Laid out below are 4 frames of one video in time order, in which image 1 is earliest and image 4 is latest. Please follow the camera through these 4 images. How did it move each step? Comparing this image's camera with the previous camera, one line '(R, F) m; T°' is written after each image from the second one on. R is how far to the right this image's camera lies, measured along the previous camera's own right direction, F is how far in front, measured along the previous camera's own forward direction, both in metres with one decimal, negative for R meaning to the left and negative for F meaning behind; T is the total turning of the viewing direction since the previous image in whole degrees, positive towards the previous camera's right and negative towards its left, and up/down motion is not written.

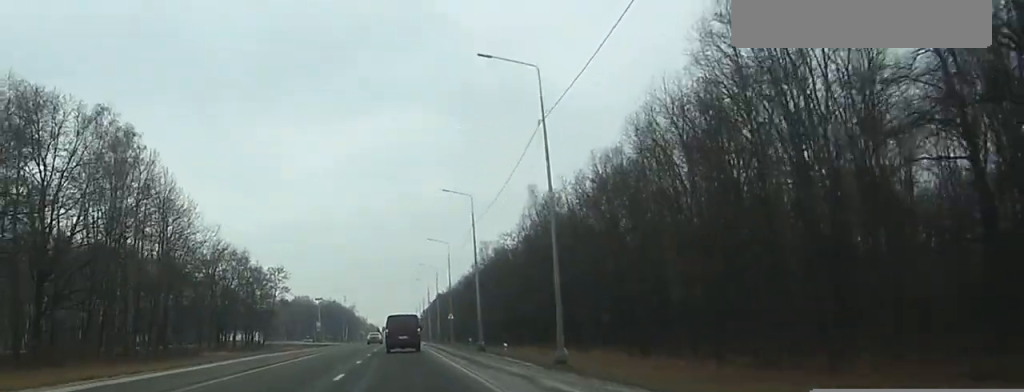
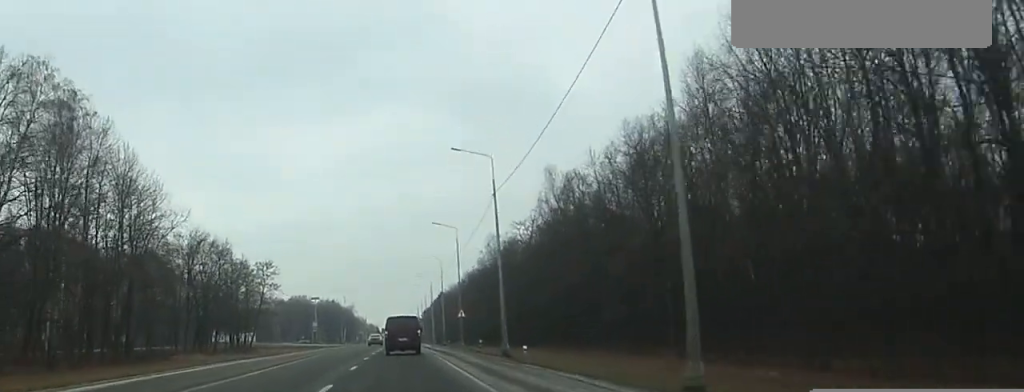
(0.0, +16.0) m; 0°
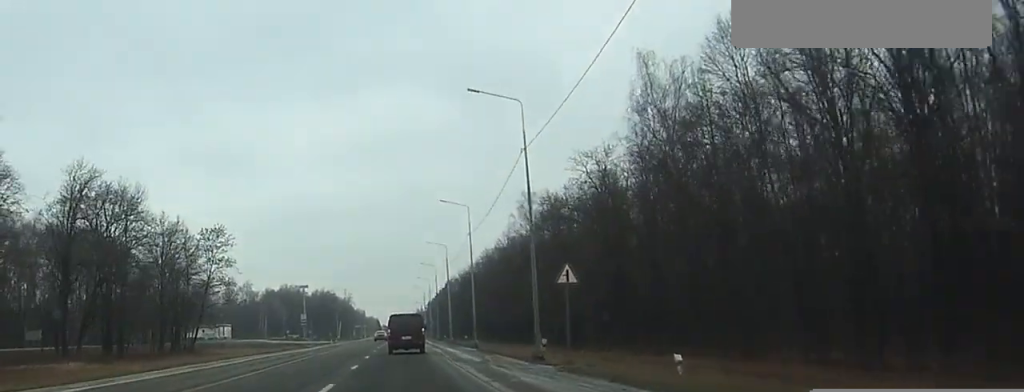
(0.0, +48.4) m; 0°
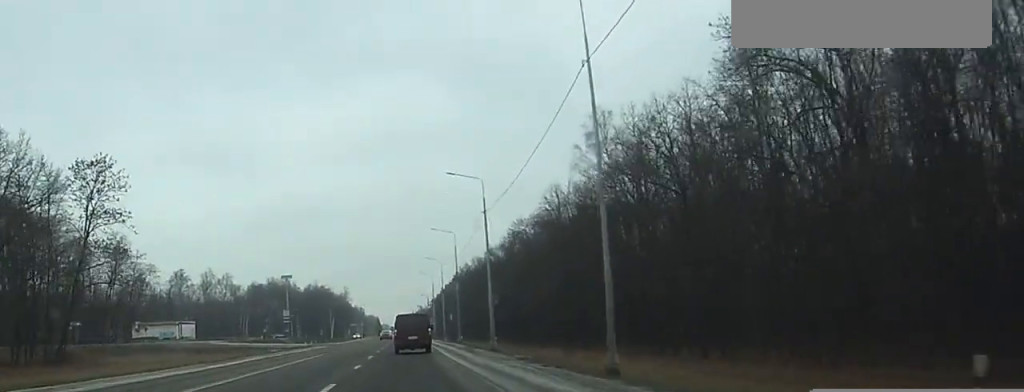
(-0.1, +48.5) m; 0°
